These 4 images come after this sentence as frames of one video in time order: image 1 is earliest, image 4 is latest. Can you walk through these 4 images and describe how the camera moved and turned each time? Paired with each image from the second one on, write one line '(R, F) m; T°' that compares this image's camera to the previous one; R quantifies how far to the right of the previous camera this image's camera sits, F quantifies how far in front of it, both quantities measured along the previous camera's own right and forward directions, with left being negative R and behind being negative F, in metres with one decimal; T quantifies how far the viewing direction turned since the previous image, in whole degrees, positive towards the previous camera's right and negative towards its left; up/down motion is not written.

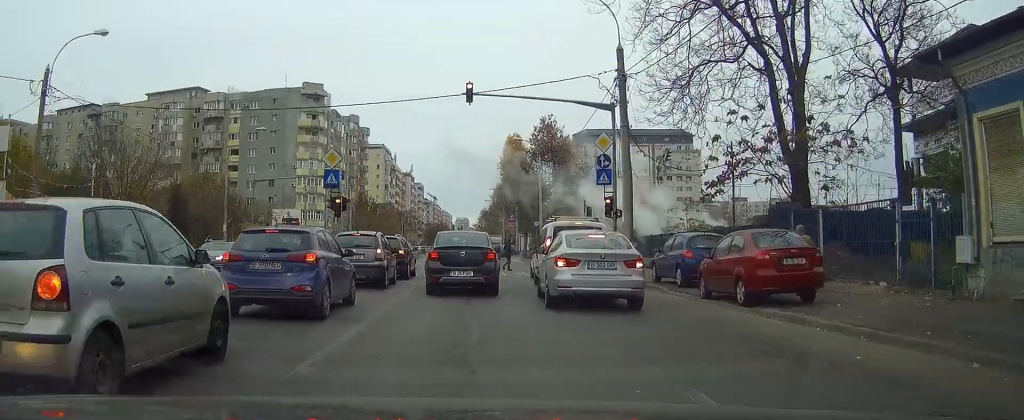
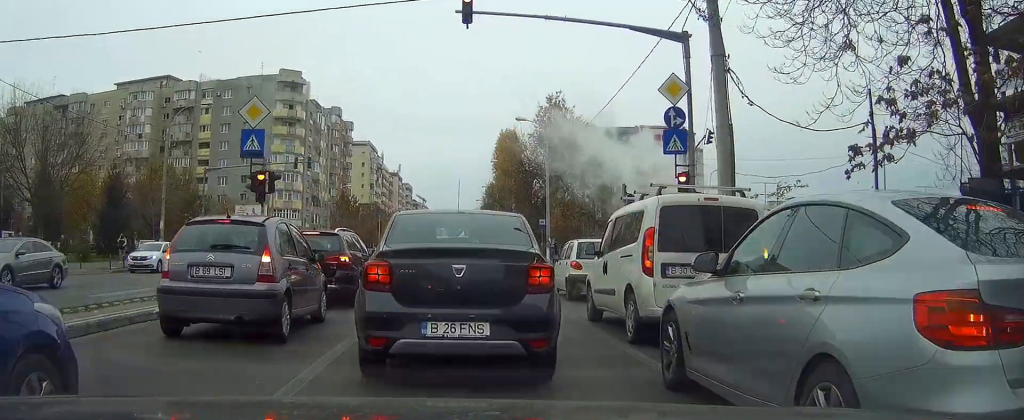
(-0.3, +11.9) m; -1°
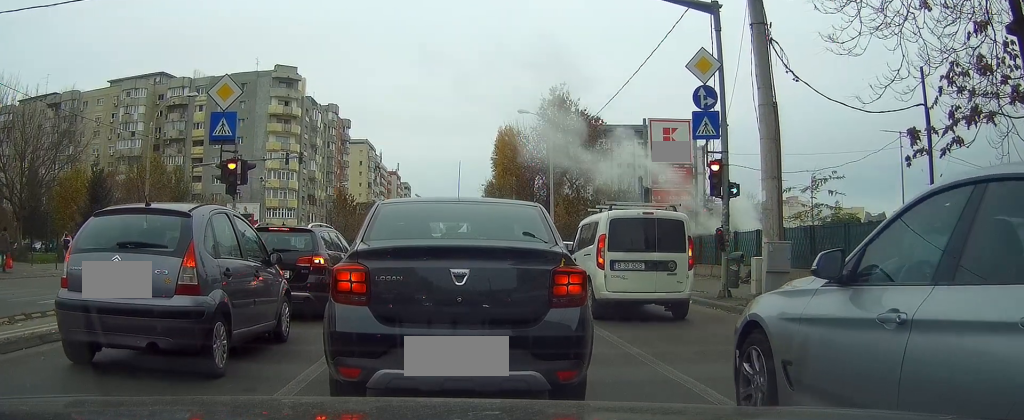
(-0.2, +3.8) m; 0°
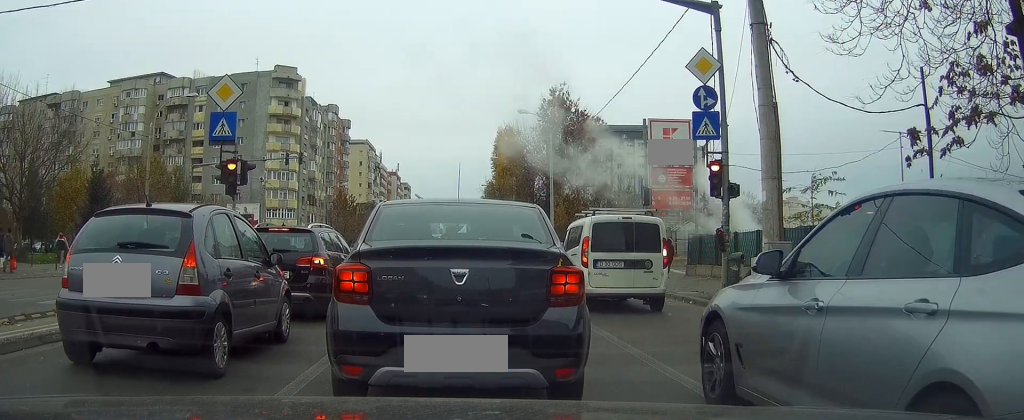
(0.0, +0.1) m; 0°
